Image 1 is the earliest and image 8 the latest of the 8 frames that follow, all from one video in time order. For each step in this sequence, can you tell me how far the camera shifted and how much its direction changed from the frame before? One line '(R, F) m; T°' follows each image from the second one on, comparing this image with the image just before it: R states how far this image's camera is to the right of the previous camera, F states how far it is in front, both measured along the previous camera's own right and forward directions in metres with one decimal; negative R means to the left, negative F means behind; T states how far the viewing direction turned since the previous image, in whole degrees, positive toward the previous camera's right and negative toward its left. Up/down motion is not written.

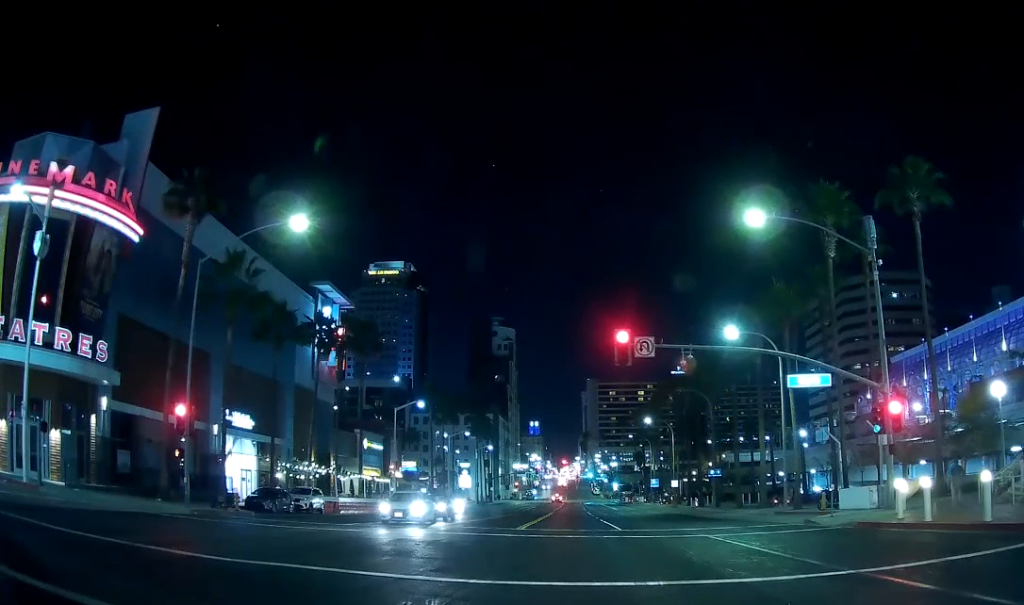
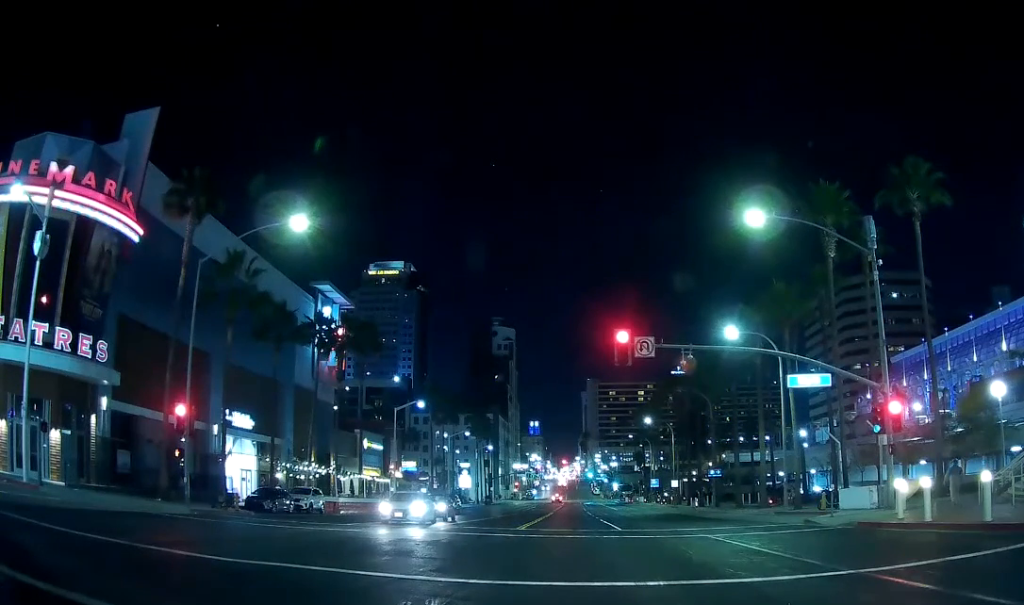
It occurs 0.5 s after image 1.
(0.0, 0.0) m; 0°
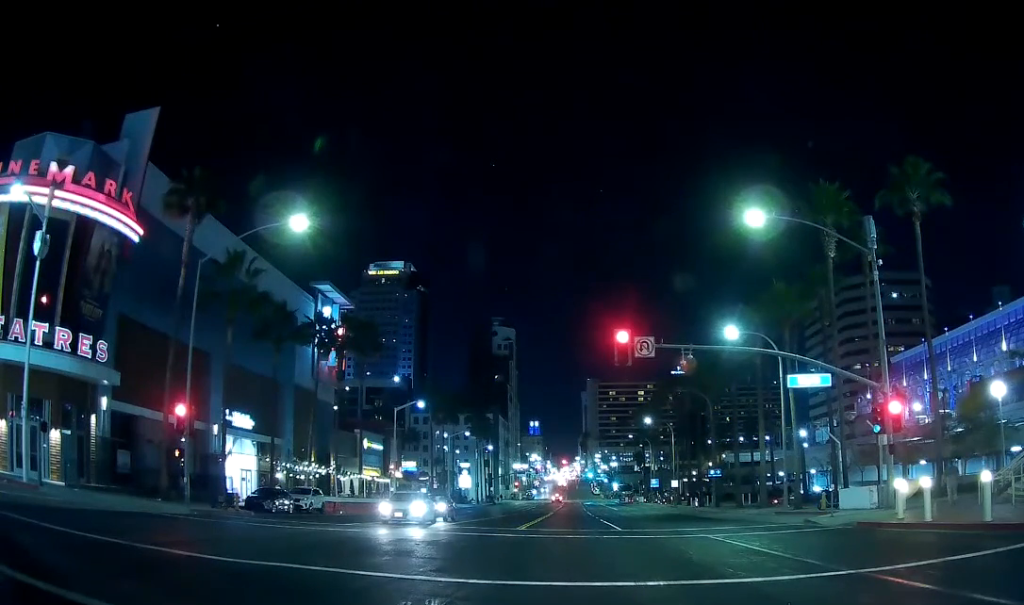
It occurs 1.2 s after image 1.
(0.0, 0.0) m; 0°
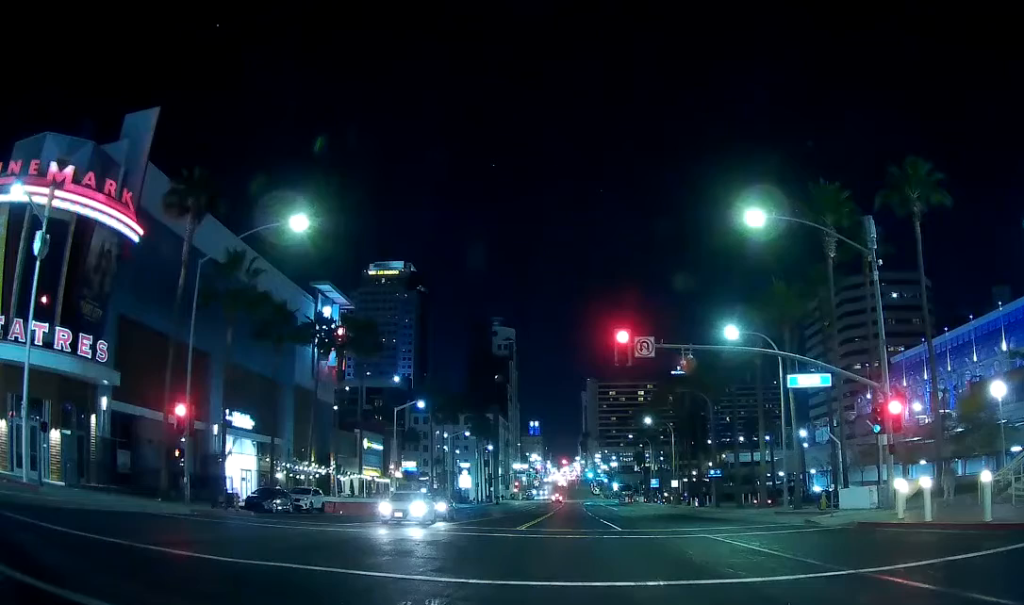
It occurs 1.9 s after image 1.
(0.0, 0.0) m; 0°
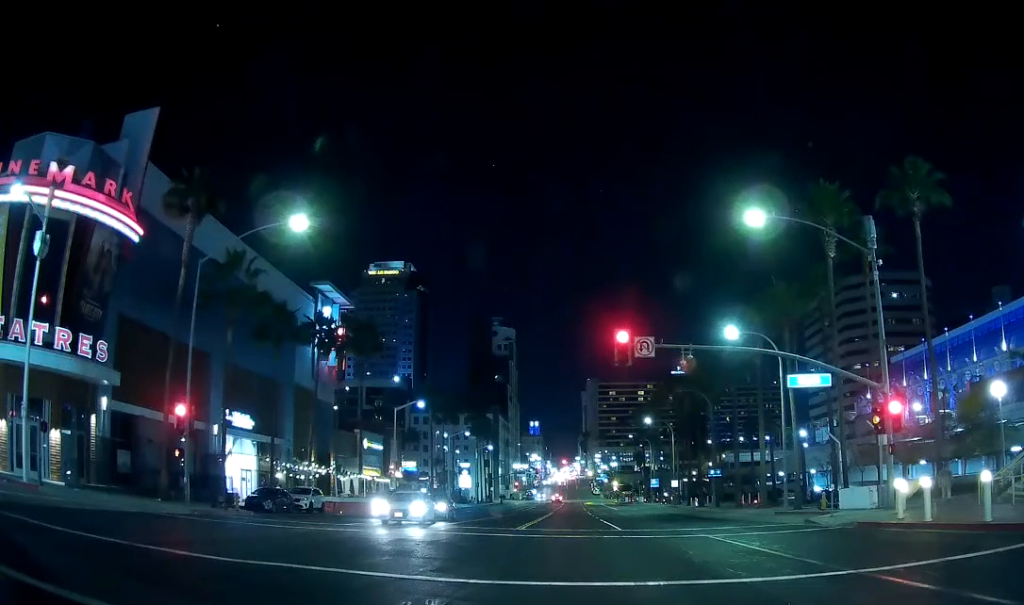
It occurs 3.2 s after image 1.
(0.0, 0.0) m; 0°
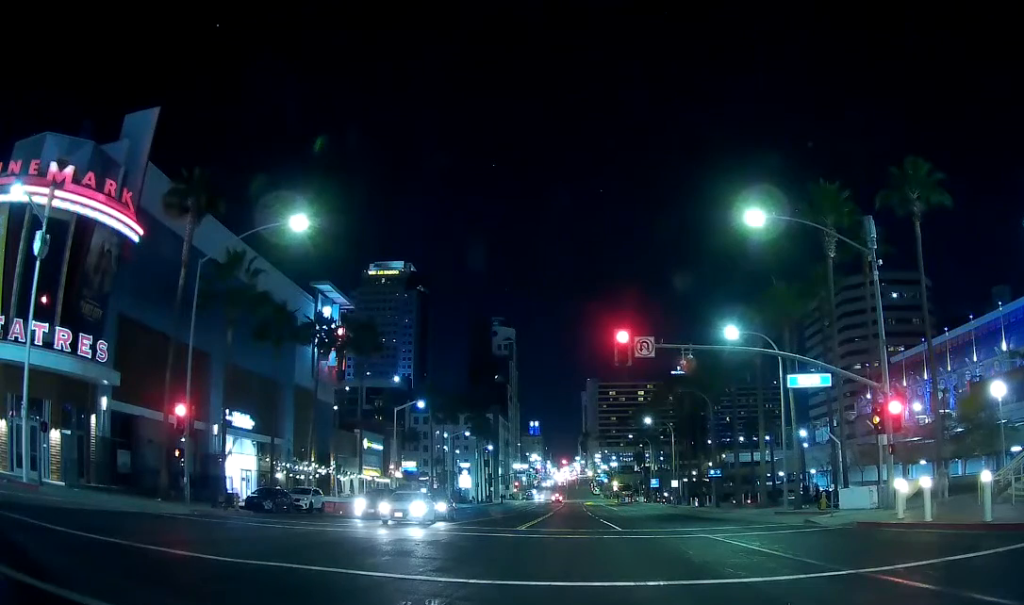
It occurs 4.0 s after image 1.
(0.0, 0.0) m; 0°
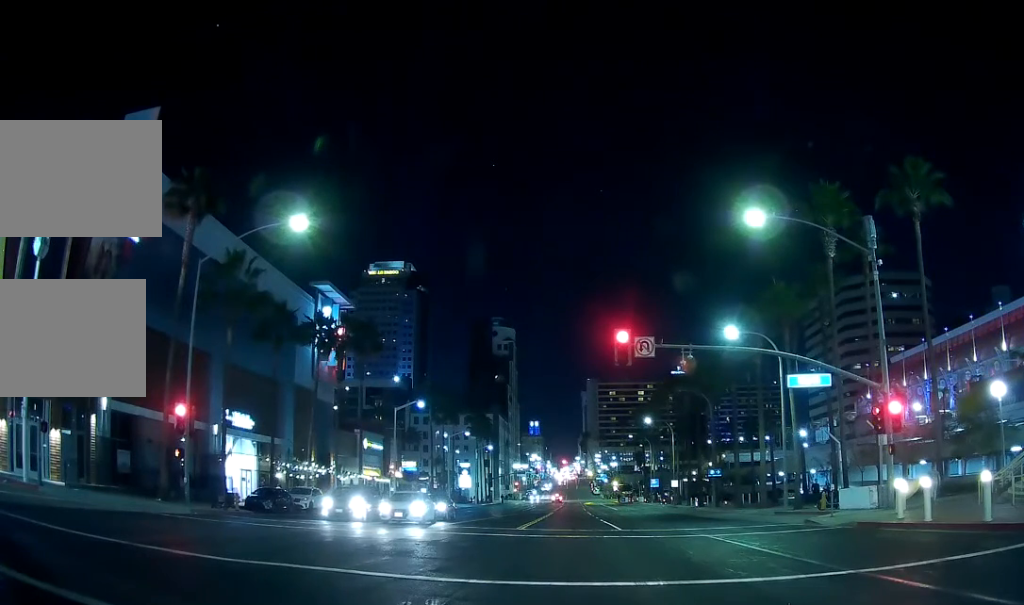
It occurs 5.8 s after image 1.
(0.0, 0.0) m; 0°
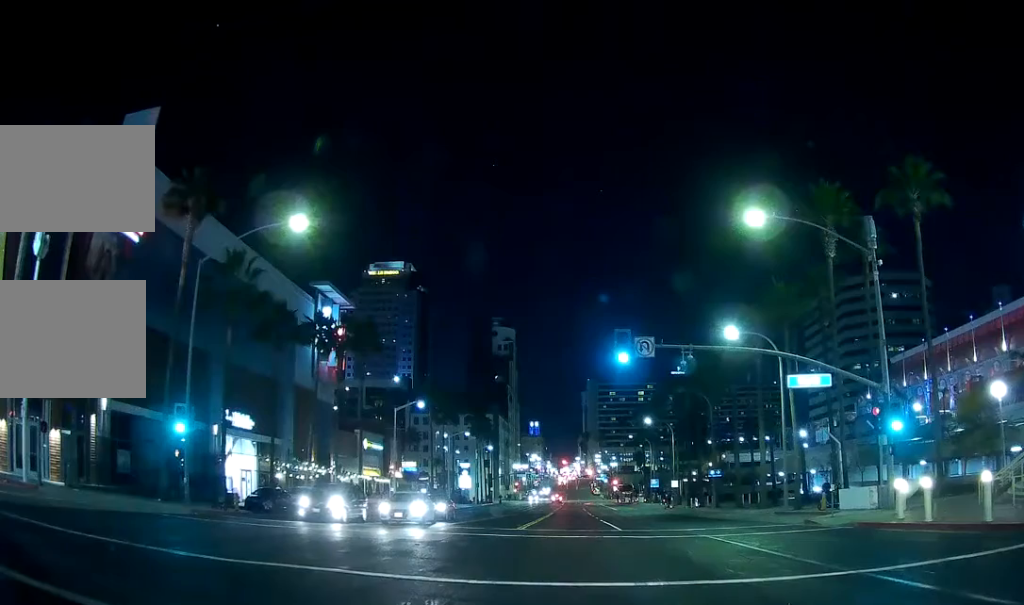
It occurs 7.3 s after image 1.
(0.0, 0.0) m; 0°
